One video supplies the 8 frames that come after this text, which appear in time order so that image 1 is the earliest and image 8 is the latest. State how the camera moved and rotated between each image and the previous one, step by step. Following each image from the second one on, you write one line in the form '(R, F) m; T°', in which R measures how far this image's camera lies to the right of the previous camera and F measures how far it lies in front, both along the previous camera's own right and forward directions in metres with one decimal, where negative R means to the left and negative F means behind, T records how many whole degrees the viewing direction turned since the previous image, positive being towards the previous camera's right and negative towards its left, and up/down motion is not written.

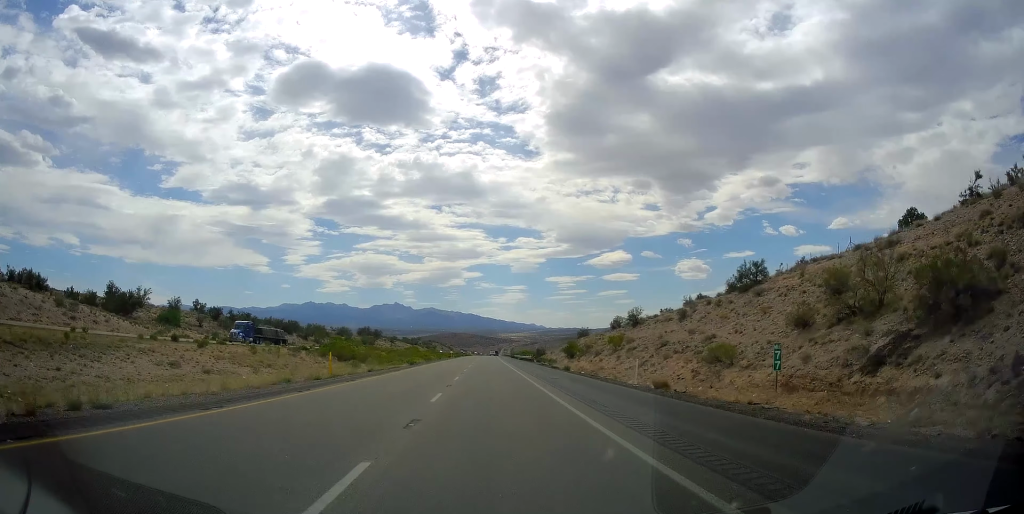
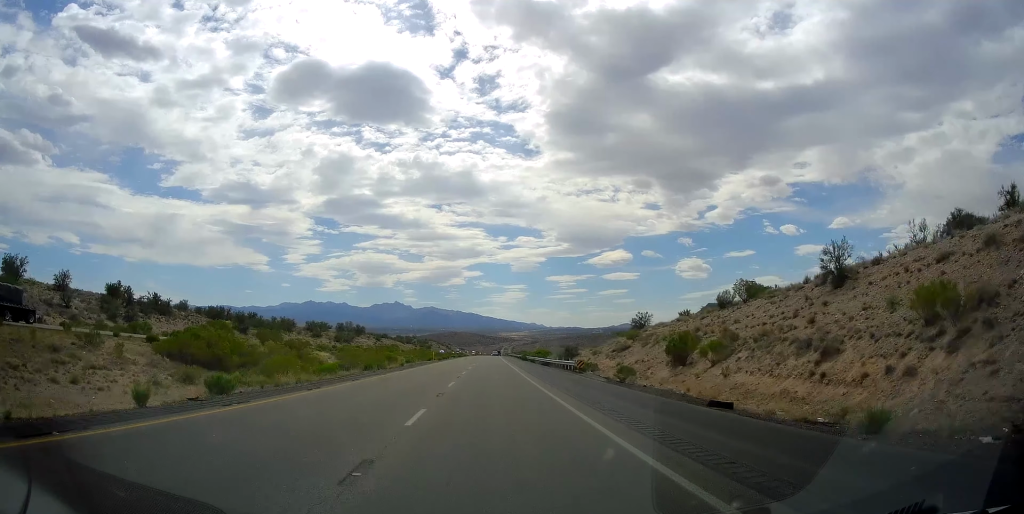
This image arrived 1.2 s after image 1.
(+0.1, +41.7) m; -1°
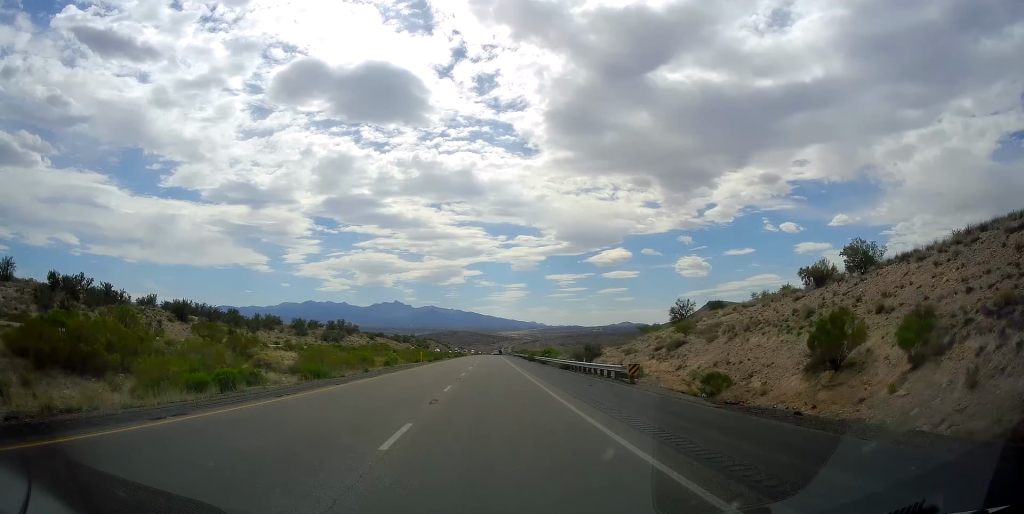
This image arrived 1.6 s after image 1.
(-0.2, +15.1) m; 0°
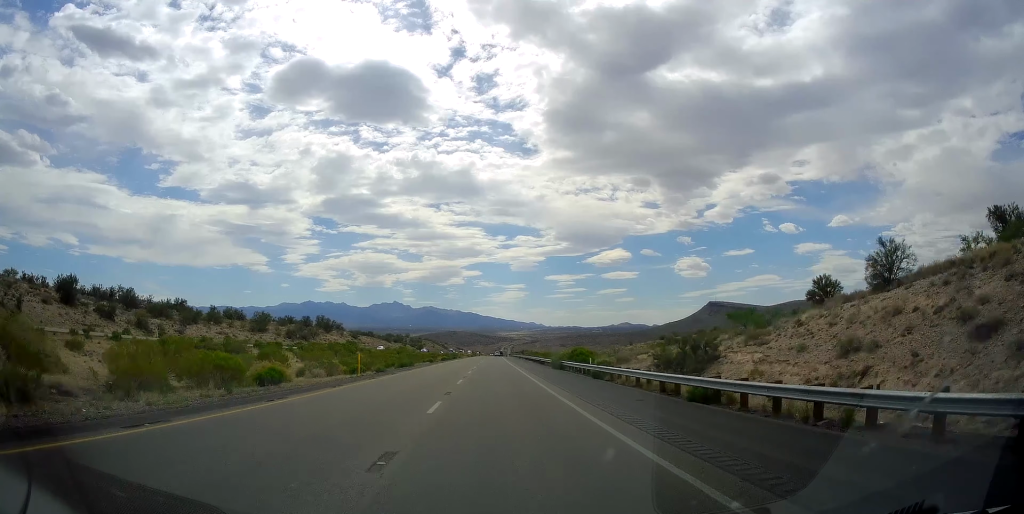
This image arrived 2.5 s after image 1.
(-0.1, +31.4) m; 0°
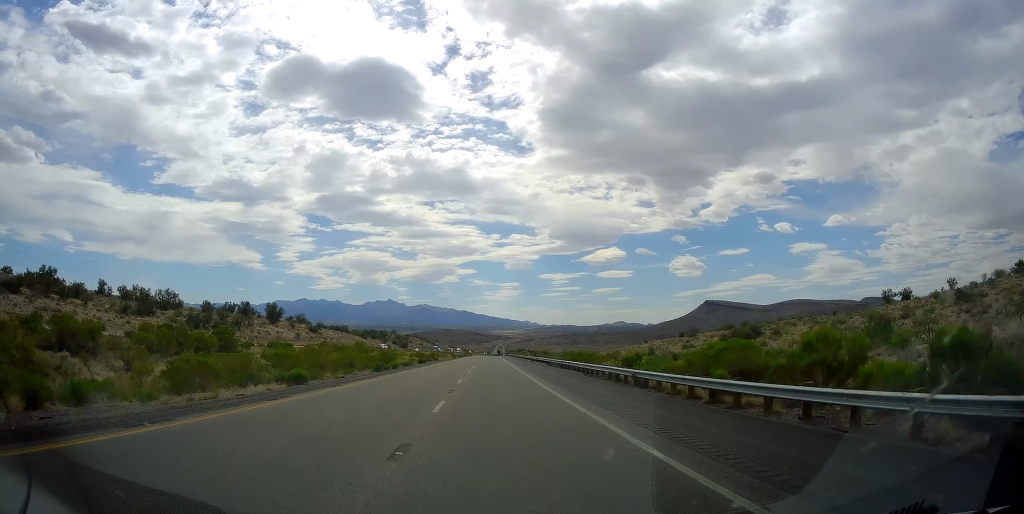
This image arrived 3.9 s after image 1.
(0.0, +48.8) m; 0°
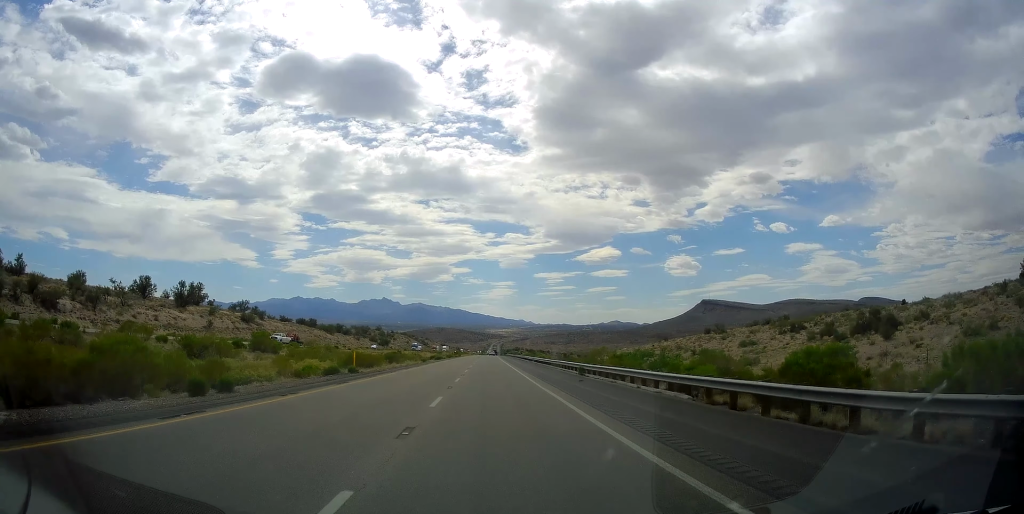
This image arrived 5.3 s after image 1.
(+0.4, +47.6) m; +1°
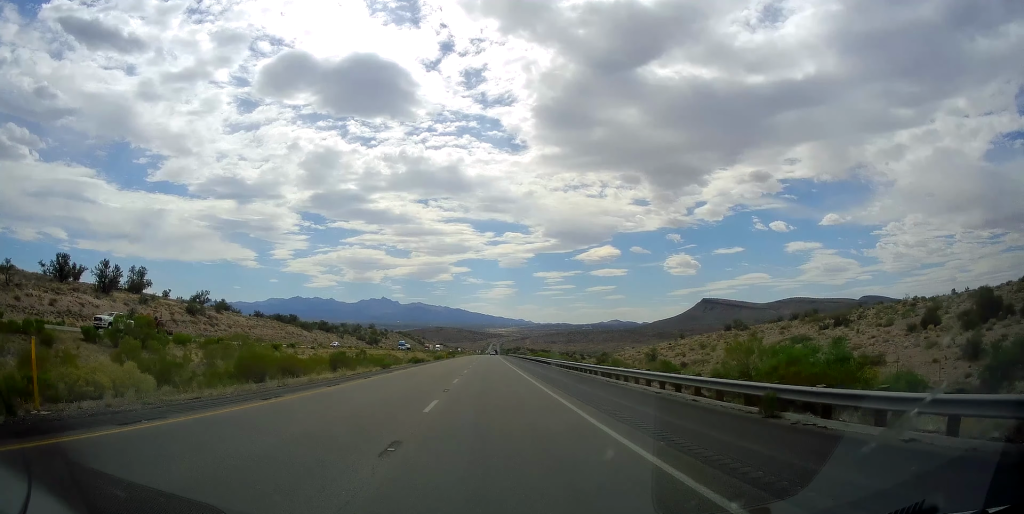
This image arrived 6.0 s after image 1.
(-0.1, +25.5) m; +1°
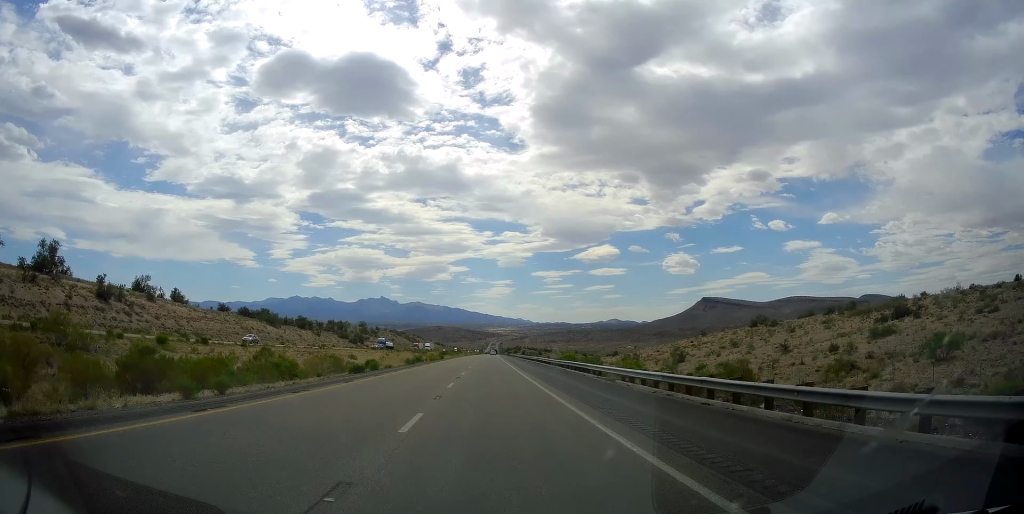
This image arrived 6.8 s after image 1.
(+0.3, +27.9) m; 0°
